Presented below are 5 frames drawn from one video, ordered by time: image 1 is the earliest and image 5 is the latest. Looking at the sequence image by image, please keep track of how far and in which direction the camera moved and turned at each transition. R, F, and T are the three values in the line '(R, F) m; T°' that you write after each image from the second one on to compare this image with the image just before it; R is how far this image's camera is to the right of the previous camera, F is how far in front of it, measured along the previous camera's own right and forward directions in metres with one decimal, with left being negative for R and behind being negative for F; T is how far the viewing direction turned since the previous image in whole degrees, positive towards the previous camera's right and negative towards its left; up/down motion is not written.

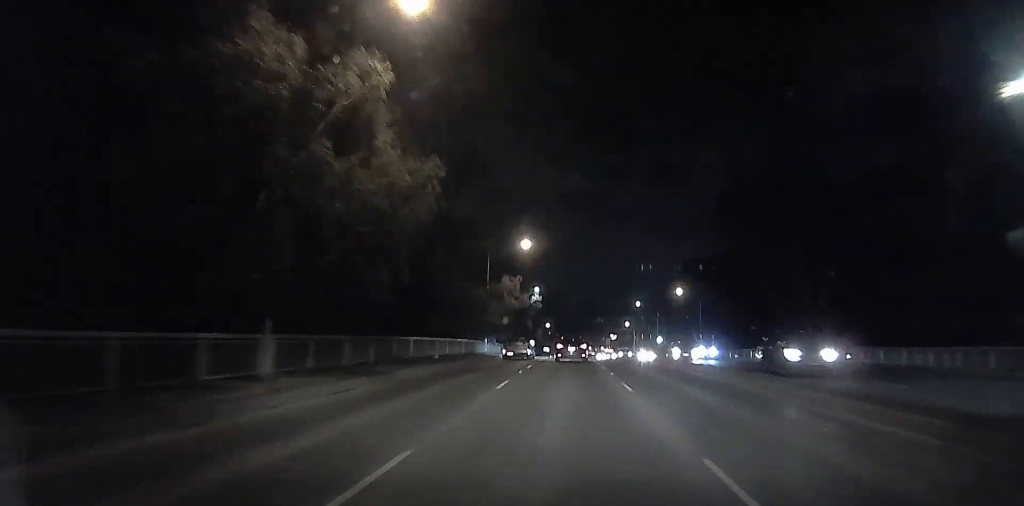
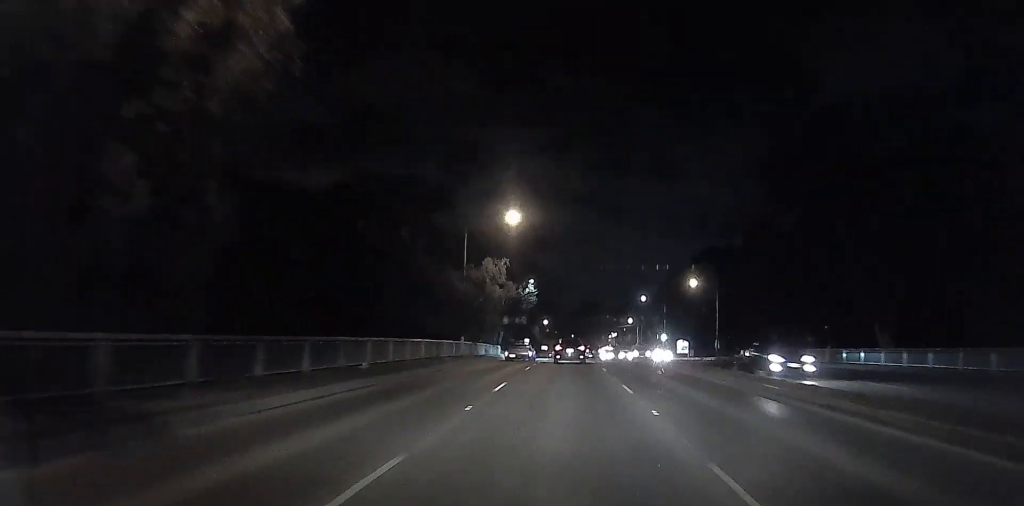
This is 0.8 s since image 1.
(0.0, +12.8) m; +2°
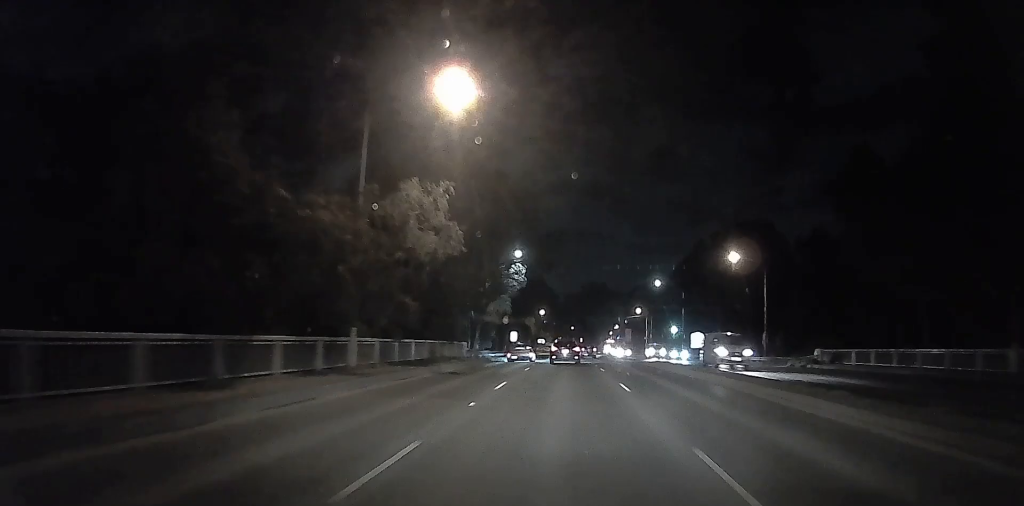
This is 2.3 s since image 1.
(-0.5, +23.7) m; -3°
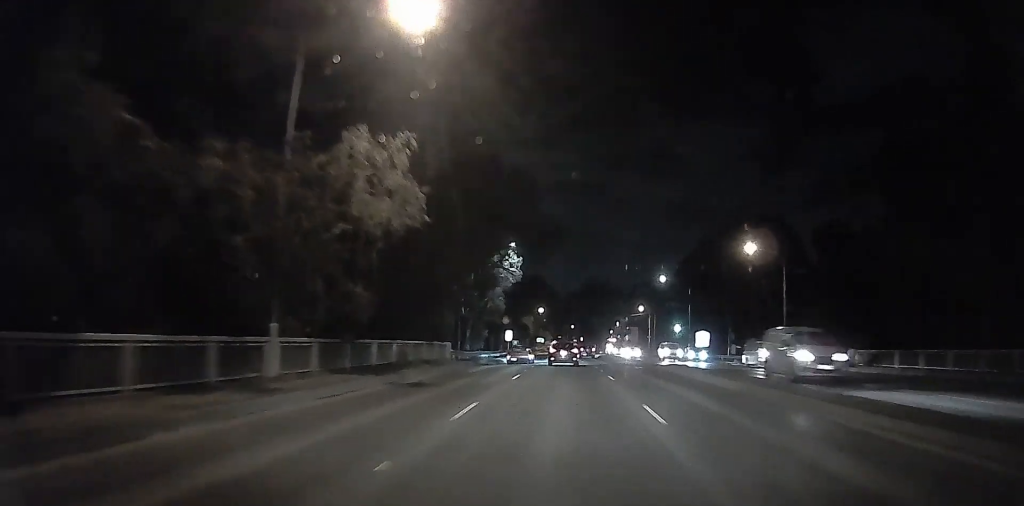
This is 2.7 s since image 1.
(-0.6, +6.5) m; 0°
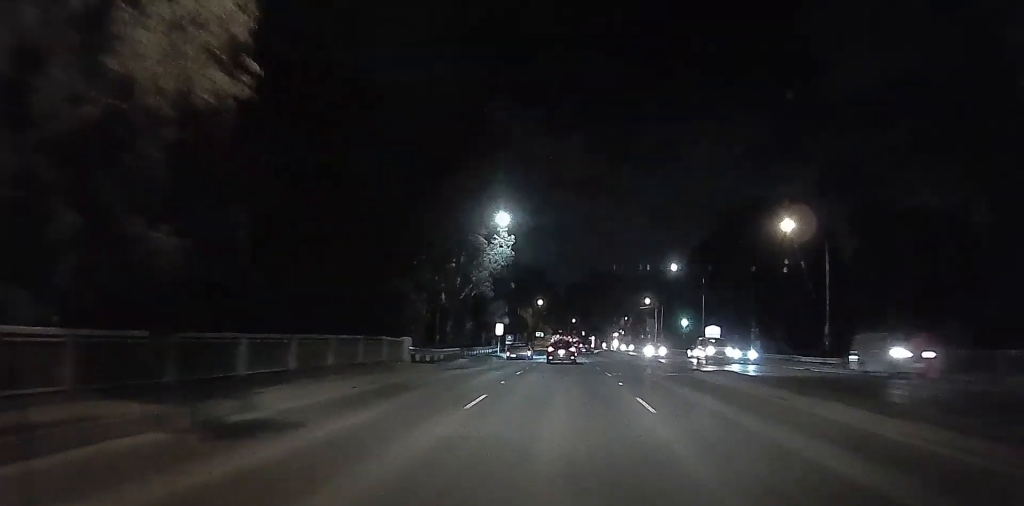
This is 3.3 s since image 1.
(+0.9, +11.0) m; +3°
